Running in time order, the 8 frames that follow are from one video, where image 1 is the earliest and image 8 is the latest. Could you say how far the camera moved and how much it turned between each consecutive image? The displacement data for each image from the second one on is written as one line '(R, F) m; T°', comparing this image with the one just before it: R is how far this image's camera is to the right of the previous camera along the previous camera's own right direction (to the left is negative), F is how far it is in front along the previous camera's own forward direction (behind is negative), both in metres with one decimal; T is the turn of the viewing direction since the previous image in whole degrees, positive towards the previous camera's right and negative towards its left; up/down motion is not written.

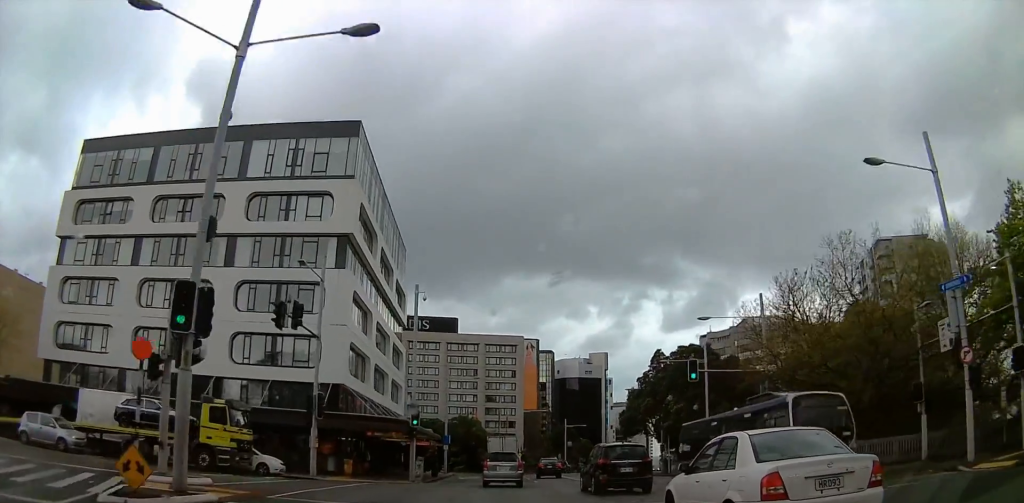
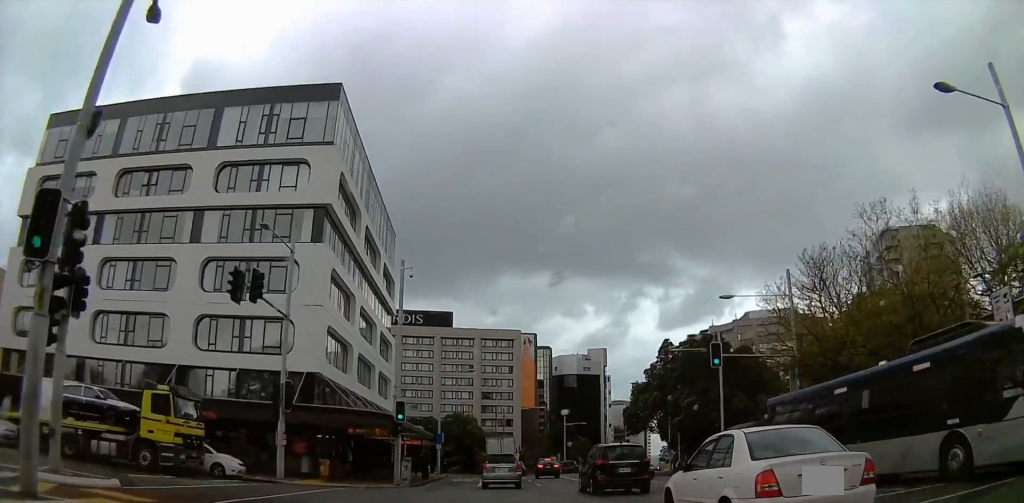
(-0.1, +4.5) m; 0°
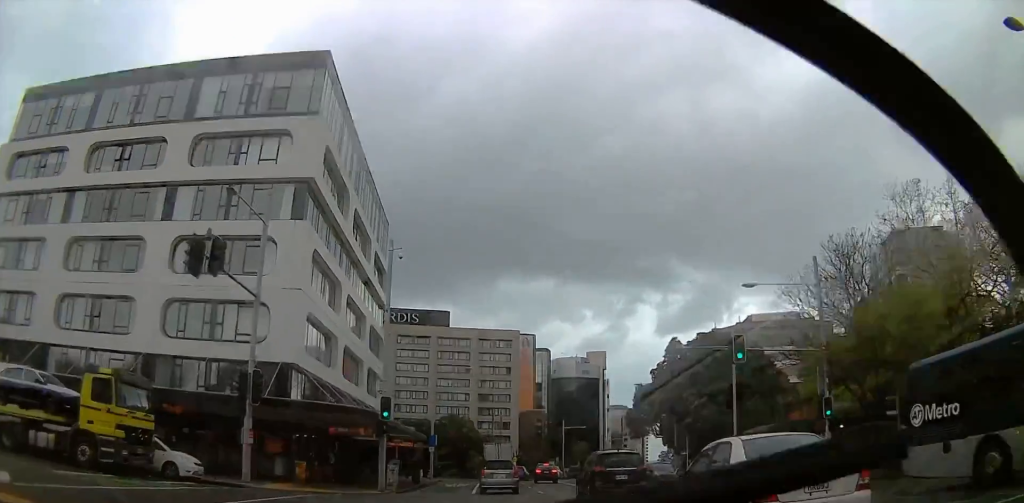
(0.0, +3.6) m; 0°
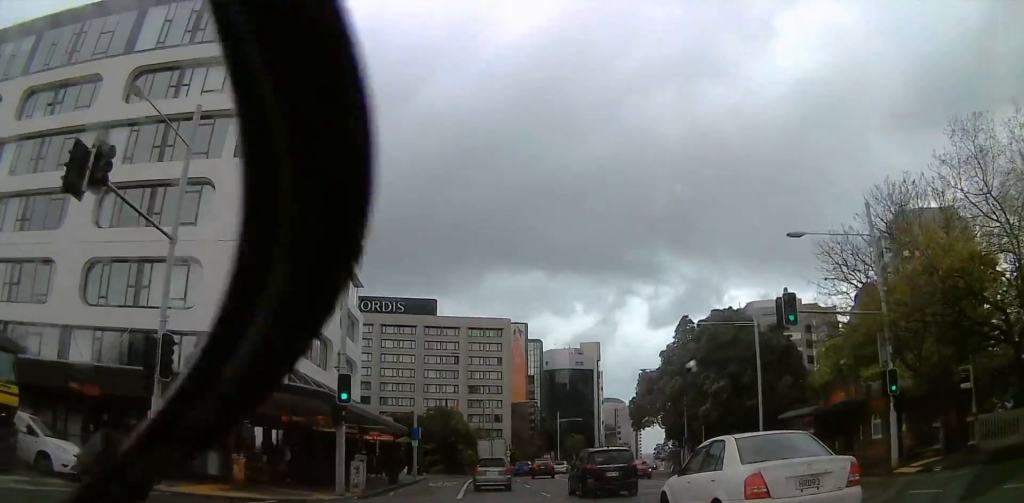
(+0.1, +6.4) m; +1°
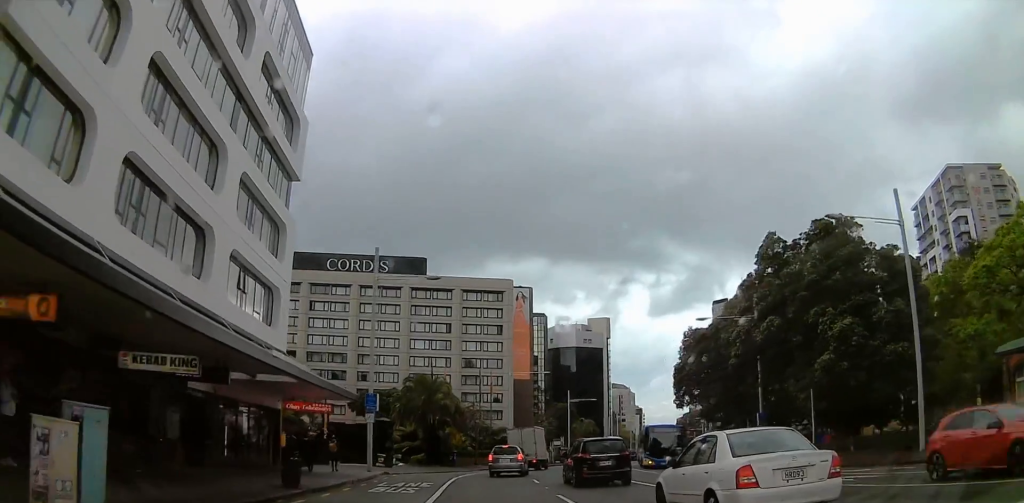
(+0.4, +18.5) m; +1°
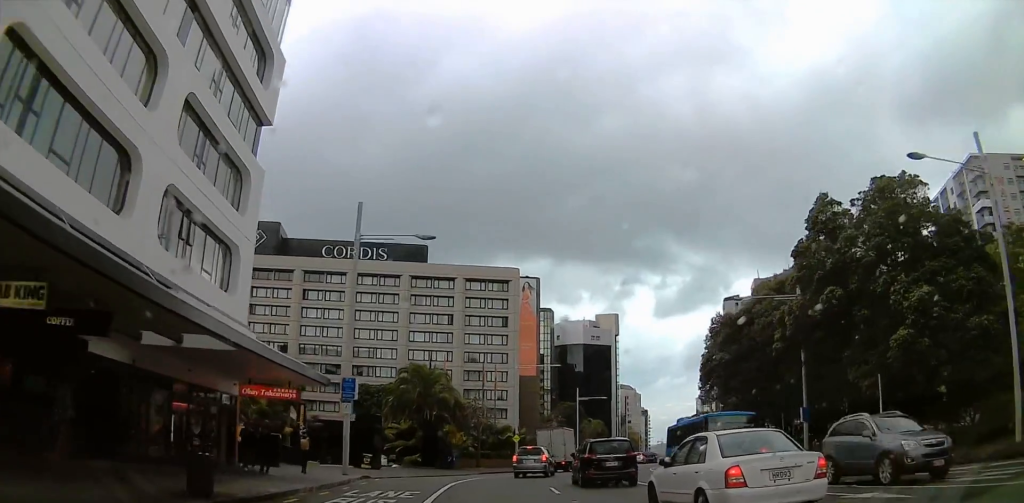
(-0.1, +6.0) m; -1°
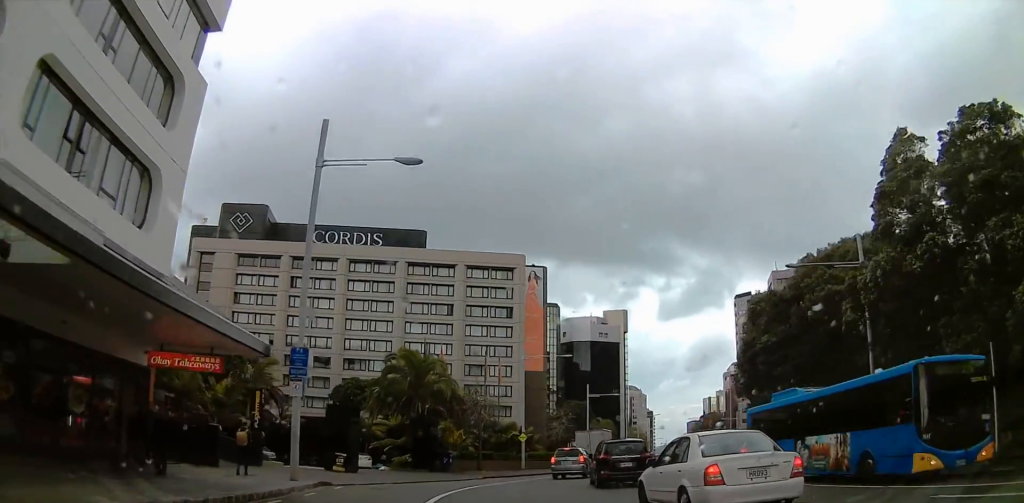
(0.0, +7.6) m; +3°
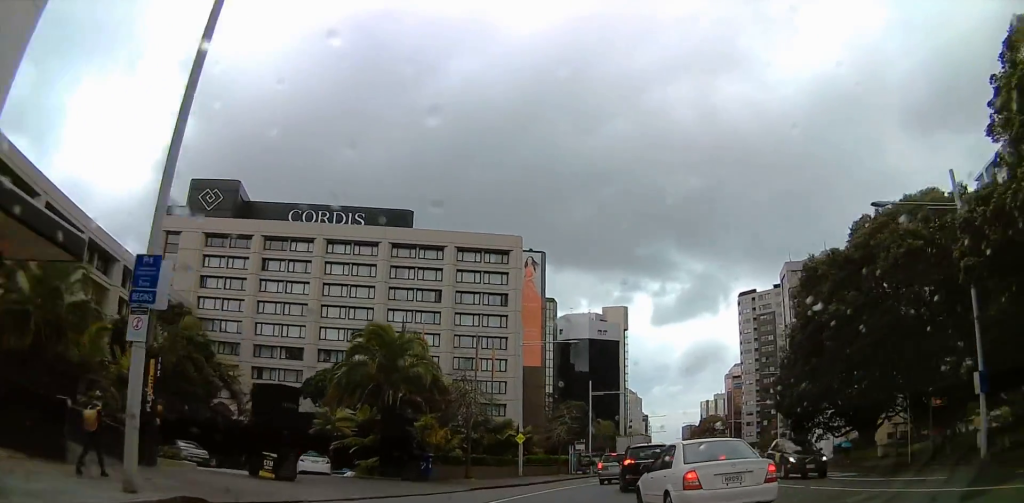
(+0.7, +9.1) m; +5°
